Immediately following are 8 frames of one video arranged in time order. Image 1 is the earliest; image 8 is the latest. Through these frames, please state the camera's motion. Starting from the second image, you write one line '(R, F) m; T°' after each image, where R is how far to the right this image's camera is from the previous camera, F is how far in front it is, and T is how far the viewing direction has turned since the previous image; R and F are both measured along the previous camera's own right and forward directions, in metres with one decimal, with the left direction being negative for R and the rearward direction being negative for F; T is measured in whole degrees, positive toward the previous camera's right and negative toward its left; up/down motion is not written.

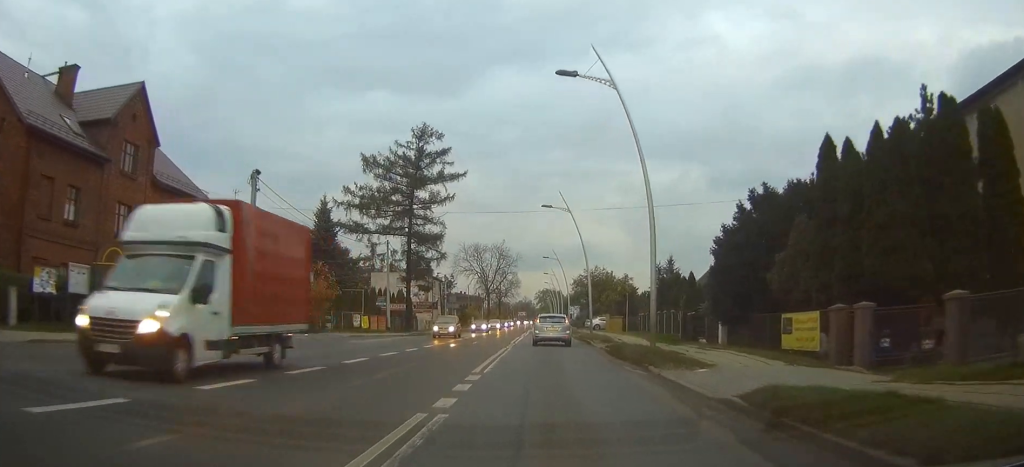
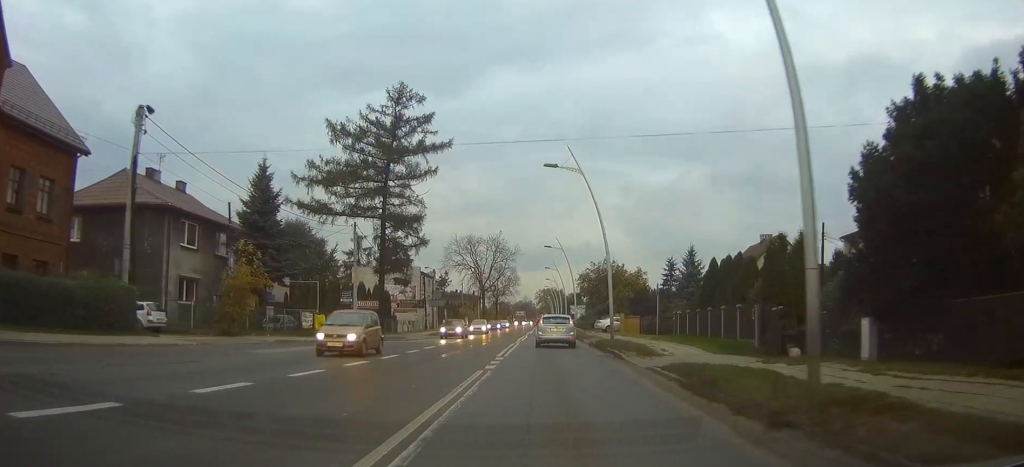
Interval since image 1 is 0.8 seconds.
(0.0, +12.3) m; 0°
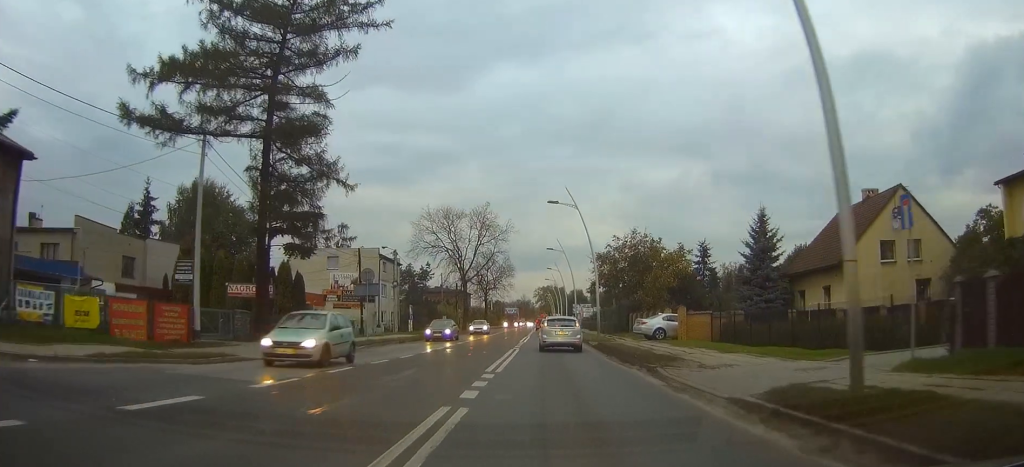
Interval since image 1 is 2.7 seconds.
(-0.2, +26.2) m; -1°
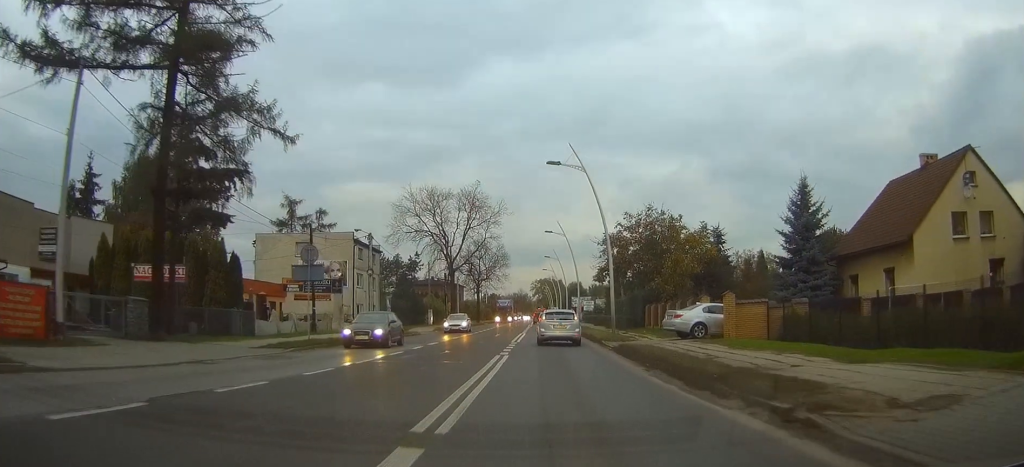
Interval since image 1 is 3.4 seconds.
(0.0, +9.7) m; +1°
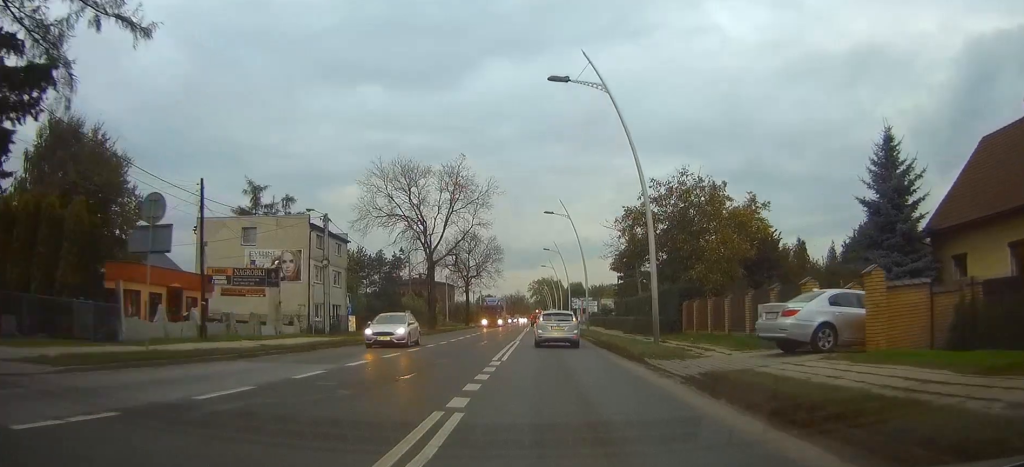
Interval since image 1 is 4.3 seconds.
(+0.1, +12.8) m; 0°
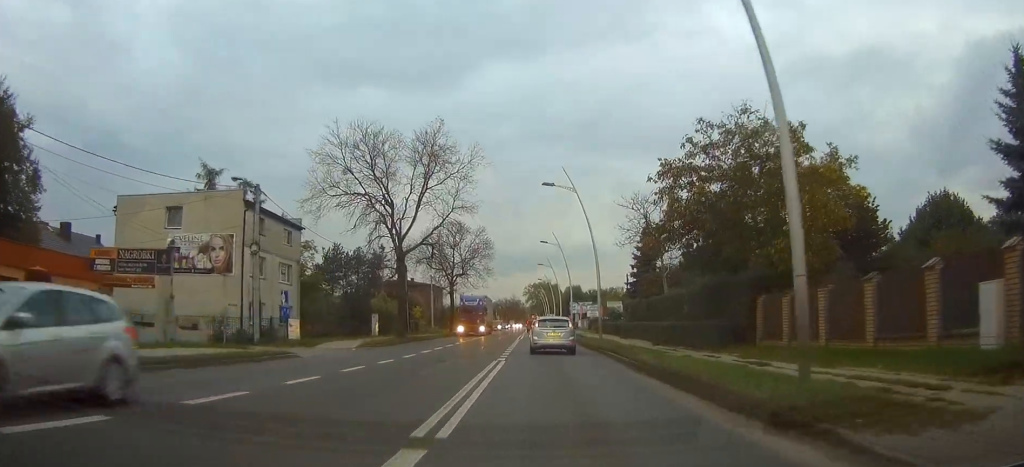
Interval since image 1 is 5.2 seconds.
(0.0, +12.2) m; 0°
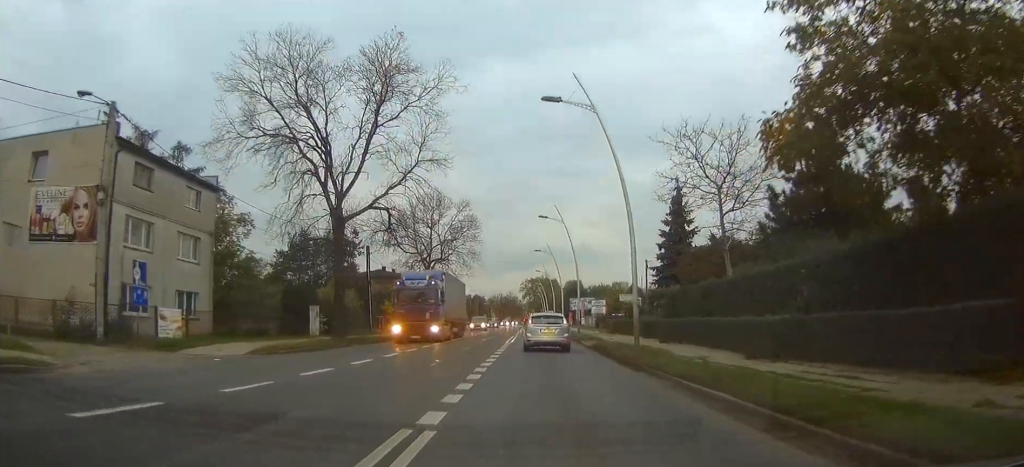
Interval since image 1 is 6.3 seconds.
(0.0, +14.5) m; 0°
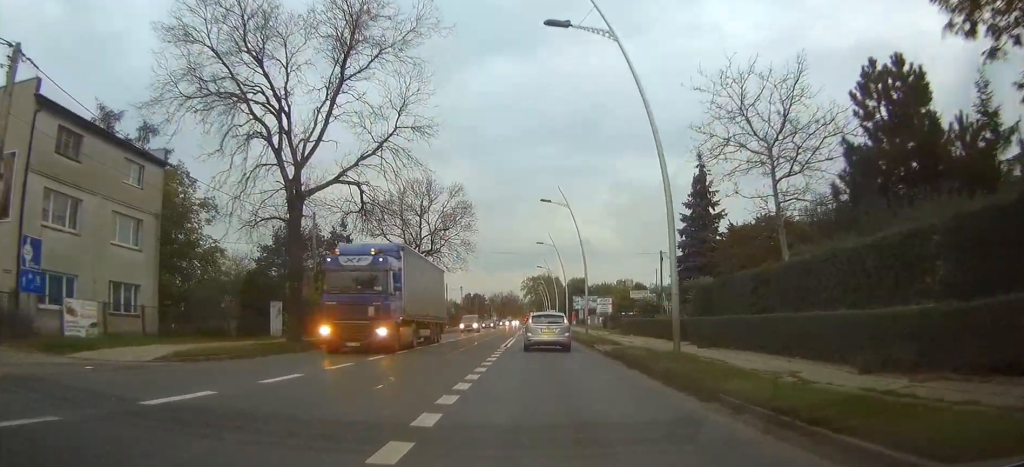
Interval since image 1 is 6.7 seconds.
(0.0, +6.3) m; 0°
